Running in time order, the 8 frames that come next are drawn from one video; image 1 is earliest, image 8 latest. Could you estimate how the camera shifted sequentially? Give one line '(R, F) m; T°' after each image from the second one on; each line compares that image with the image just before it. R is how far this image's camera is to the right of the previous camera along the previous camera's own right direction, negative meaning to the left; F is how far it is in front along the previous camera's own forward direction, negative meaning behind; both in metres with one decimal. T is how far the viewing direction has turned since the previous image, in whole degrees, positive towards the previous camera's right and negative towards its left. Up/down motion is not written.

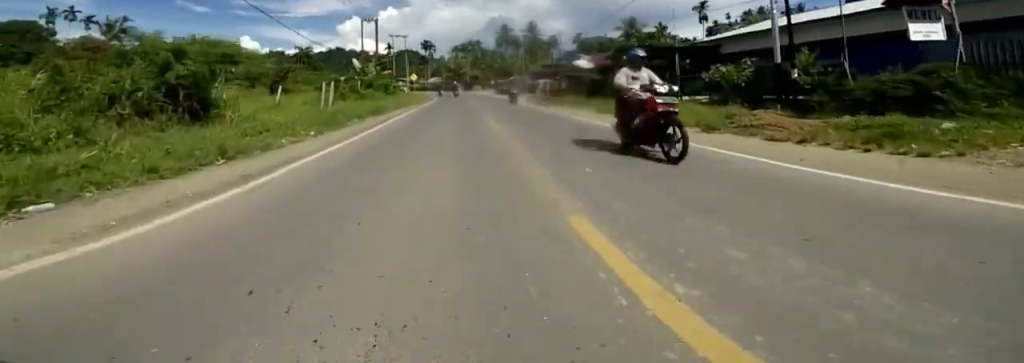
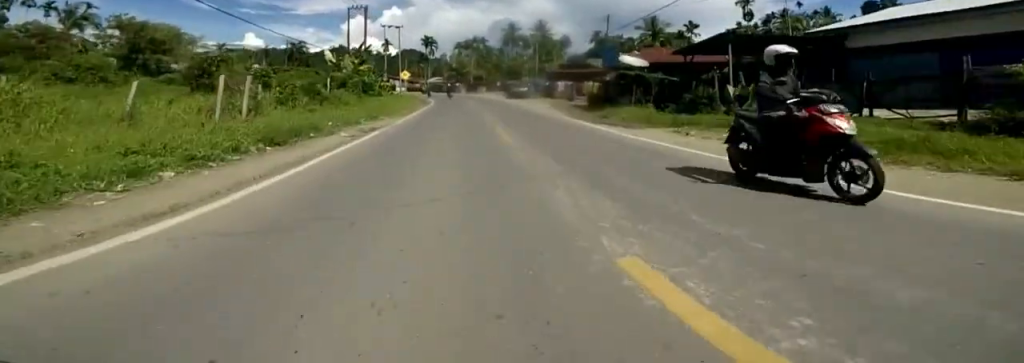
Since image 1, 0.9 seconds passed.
(-0.5, +8.8) m; -4°
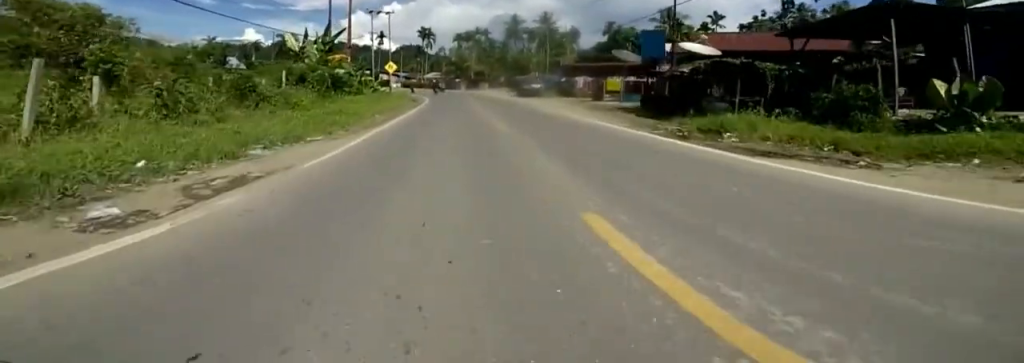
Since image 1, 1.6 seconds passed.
(0.0, +6.6) m; 0°
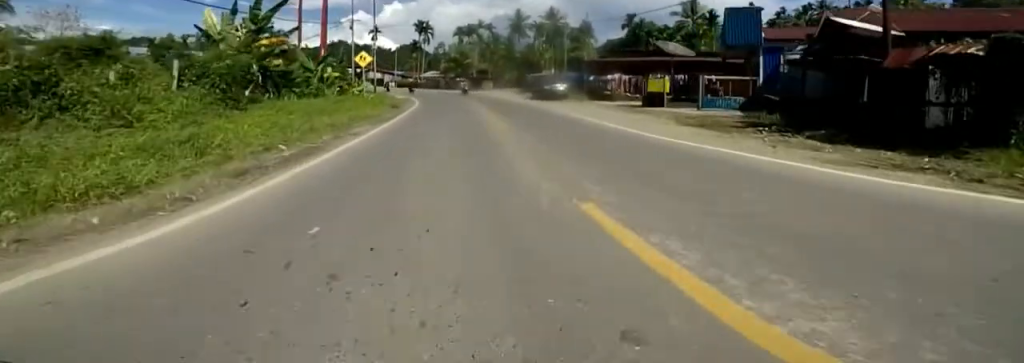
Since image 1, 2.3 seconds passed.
(0.0, +7.5) m; 0°
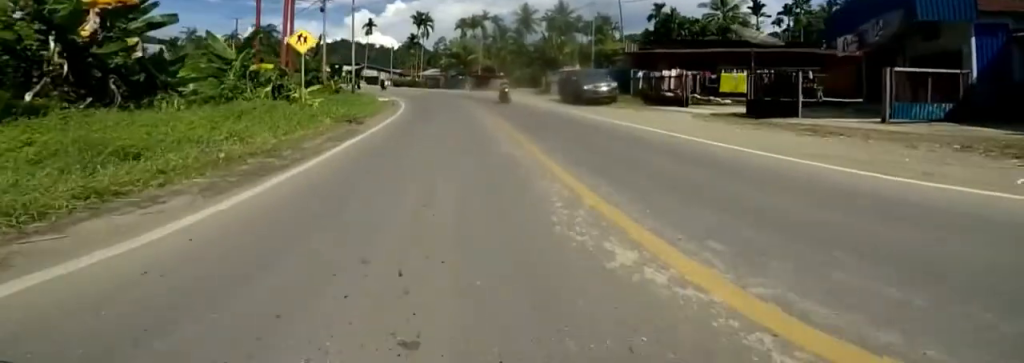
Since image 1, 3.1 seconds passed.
(0.0, +7.2) m; 0°
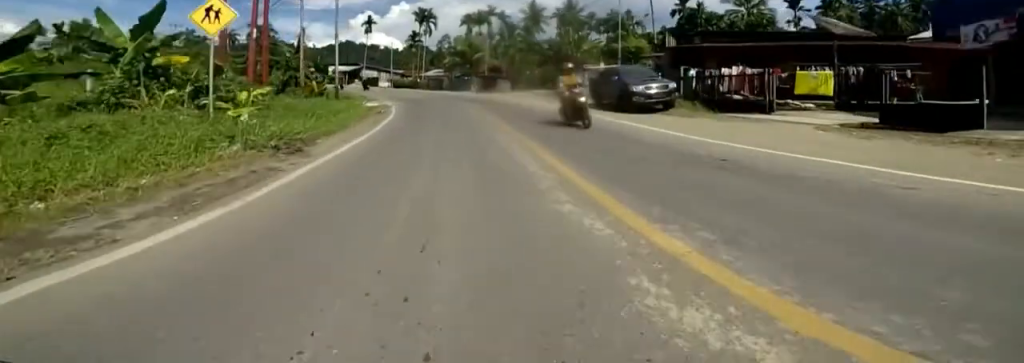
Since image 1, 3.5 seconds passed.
(0.0, +4.2) m; 0°
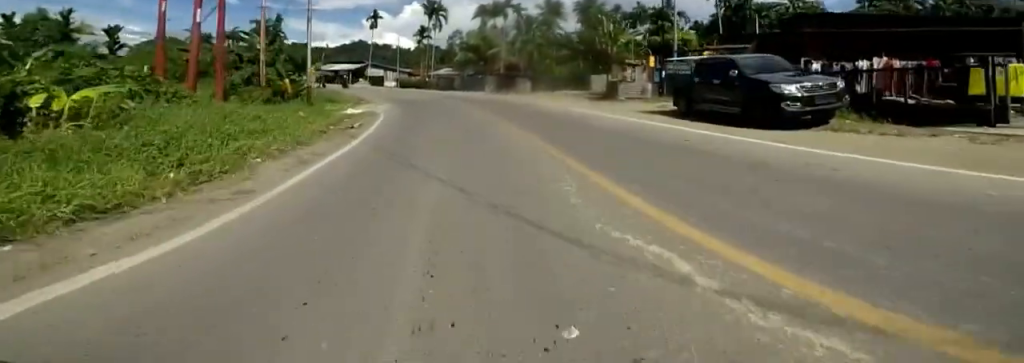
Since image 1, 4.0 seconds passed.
(0.0, +5.4) m; 0°
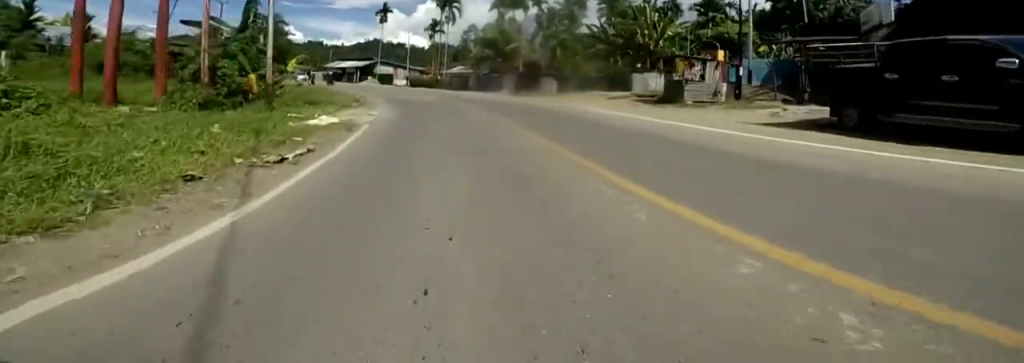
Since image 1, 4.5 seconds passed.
(0.0, +4.4) m; 0°
